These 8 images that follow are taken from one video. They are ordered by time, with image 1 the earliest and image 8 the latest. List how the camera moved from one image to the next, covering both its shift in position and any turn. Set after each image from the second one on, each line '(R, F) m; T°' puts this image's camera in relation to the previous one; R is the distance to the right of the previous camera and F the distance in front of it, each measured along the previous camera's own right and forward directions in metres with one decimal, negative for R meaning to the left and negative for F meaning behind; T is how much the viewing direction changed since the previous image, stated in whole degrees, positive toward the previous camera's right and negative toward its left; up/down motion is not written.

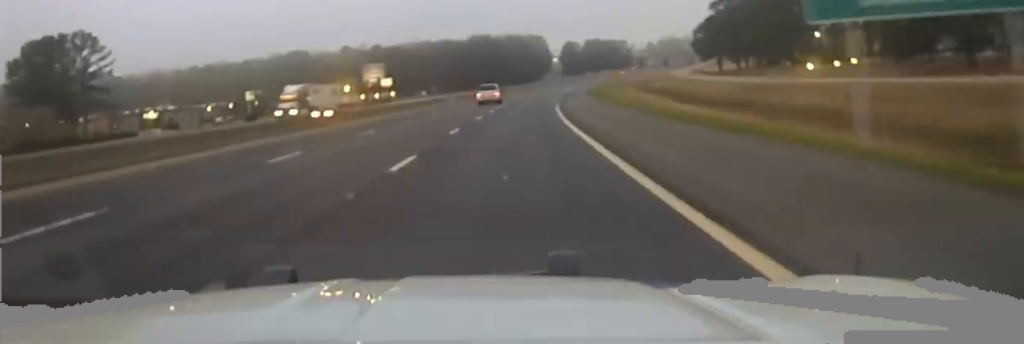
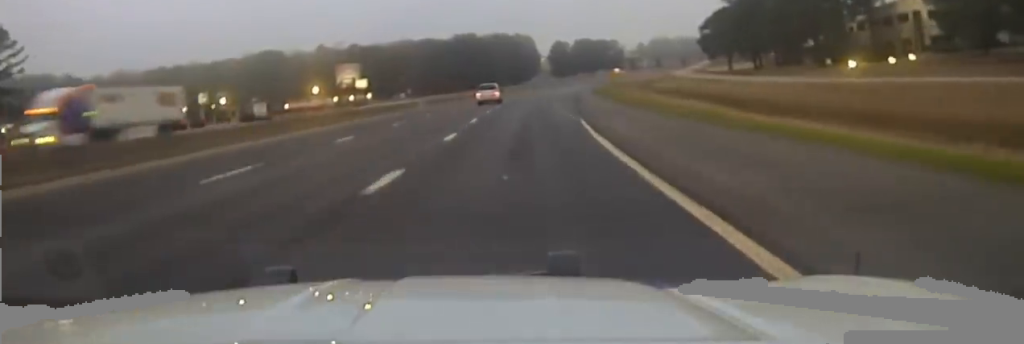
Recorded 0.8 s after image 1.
(0.0, +26.8) m; 0°
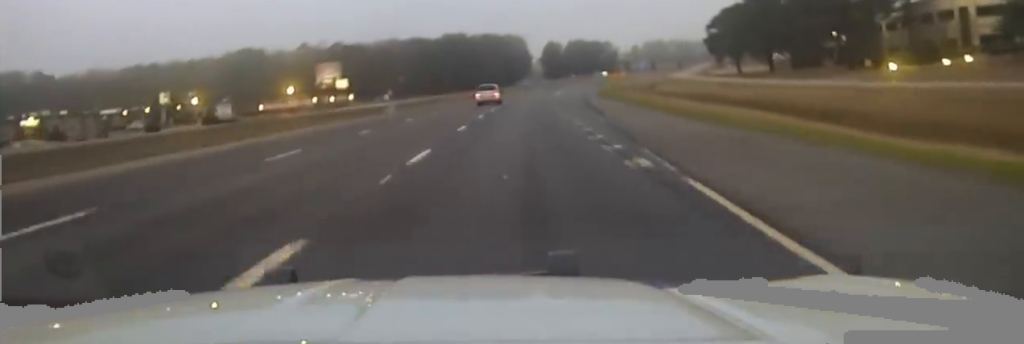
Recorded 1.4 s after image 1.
(+0.1, +19.4) m; +1°
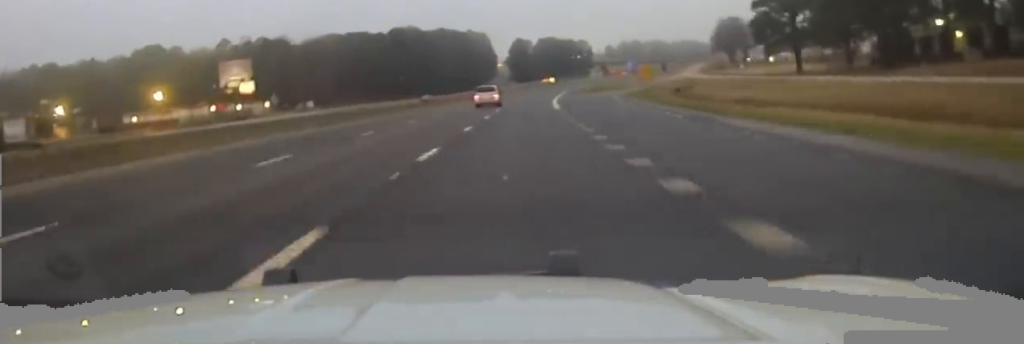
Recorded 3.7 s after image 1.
(+2.2, +72.0) m; +3°
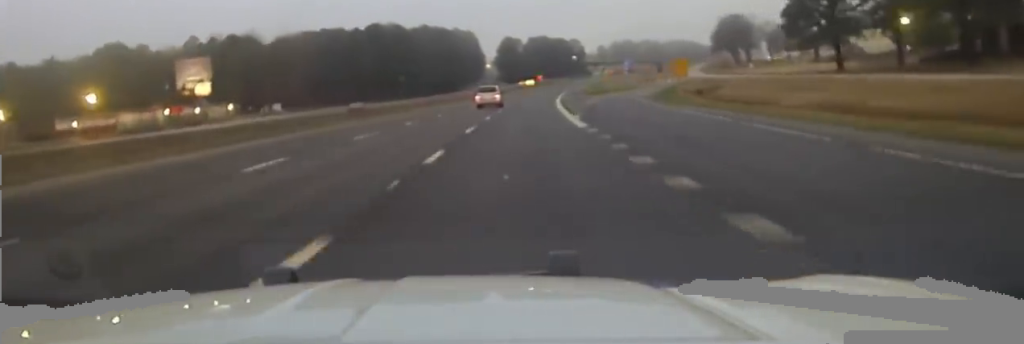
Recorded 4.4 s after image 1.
(0.0, +23.6) m; 0°
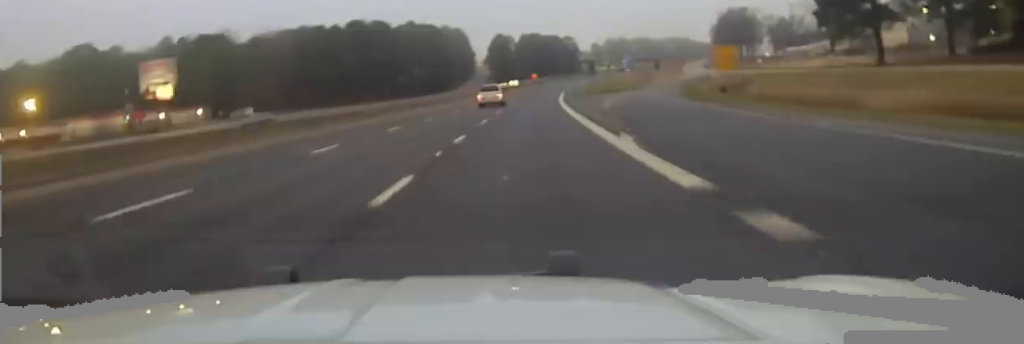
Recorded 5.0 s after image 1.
(0.0, +19.3) m; +1°
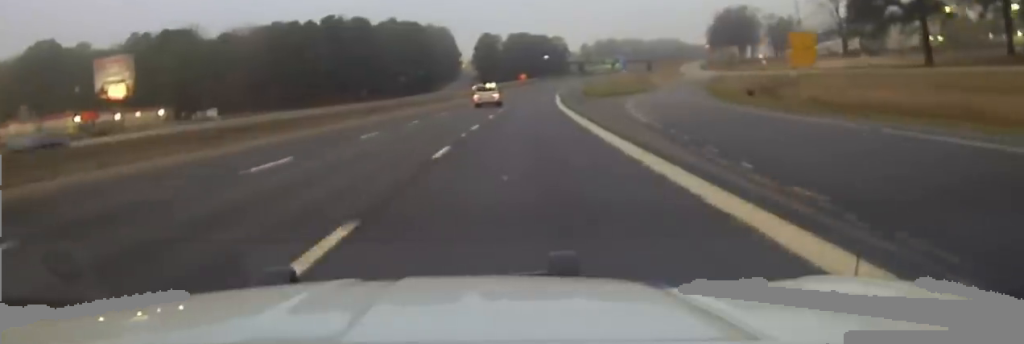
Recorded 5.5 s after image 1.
(0.0, +17.1) m; +1°
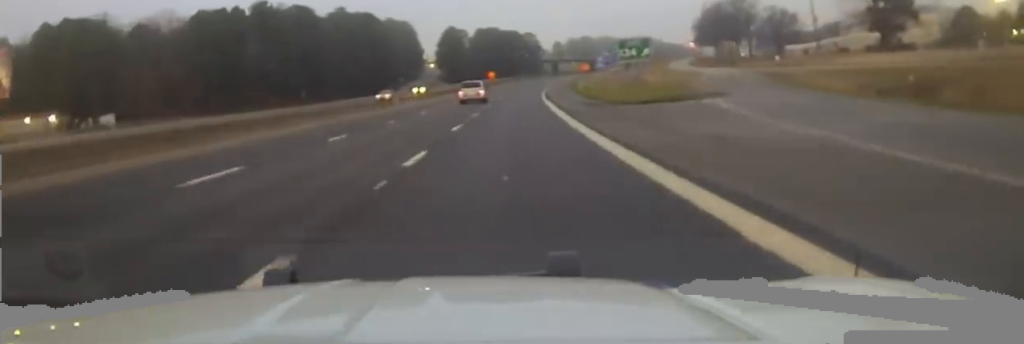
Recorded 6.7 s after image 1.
(+0.8, +38.1) m; +2°
